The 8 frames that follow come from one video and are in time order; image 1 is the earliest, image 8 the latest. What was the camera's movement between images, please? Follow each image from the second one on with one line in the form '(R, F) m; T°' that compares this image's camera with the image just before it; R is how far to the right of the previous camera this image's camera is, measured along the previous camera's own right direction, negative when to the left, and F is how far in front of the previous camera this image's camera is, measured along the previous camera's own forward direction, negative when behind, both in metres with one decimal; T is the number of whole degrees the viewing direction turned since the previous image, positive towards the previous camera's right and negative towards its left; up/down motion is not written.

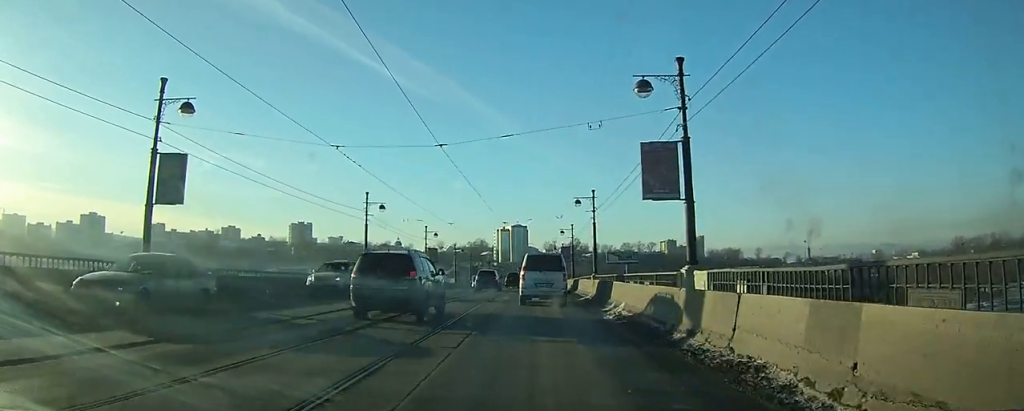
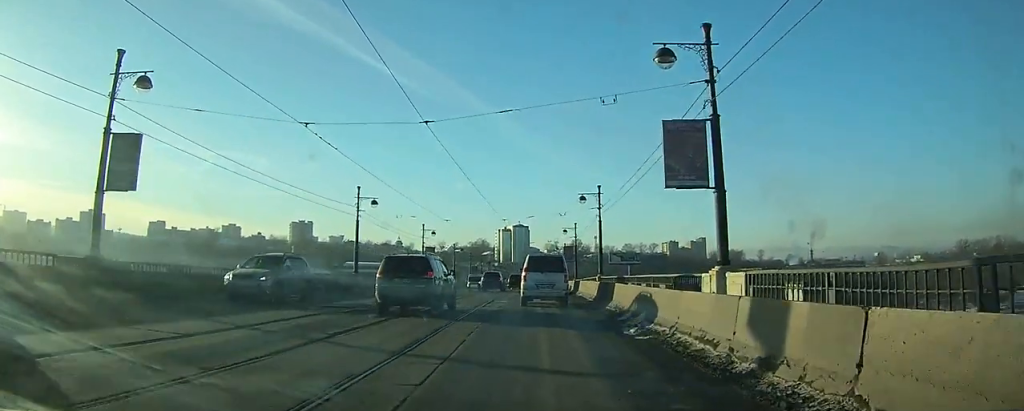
(0.0, +3.2) m; 0°
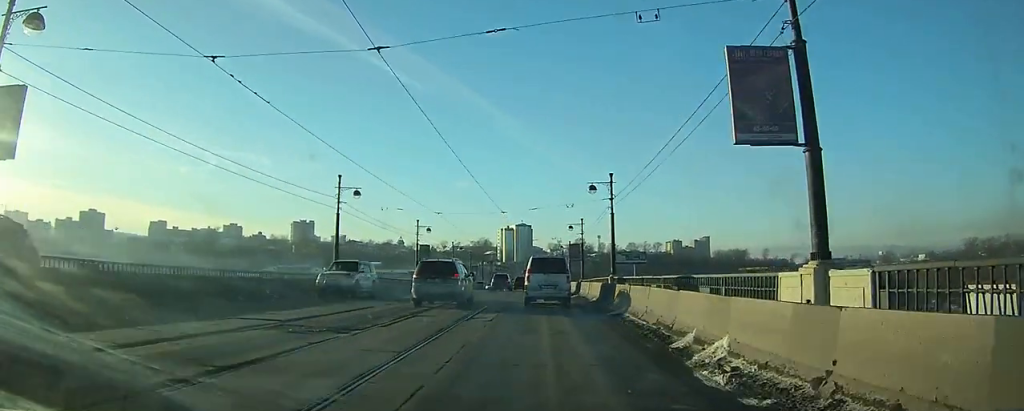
(0.0, +6.0) m; 0°
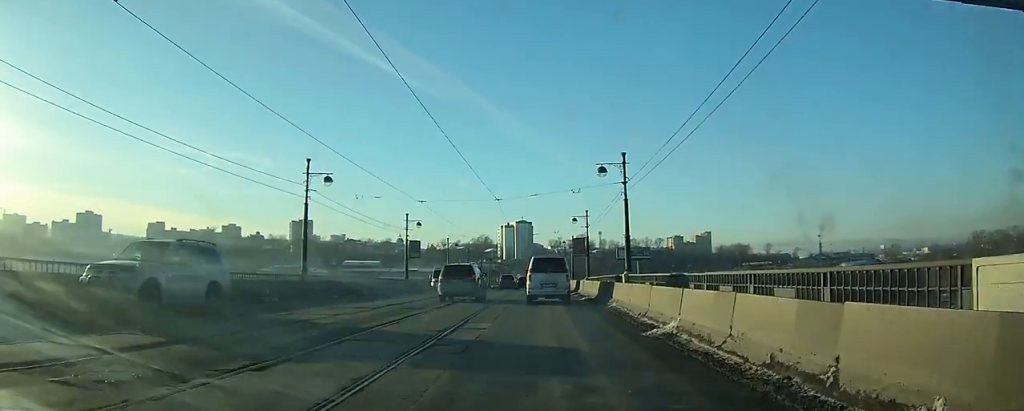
(0.0, +6.4) m; 0°
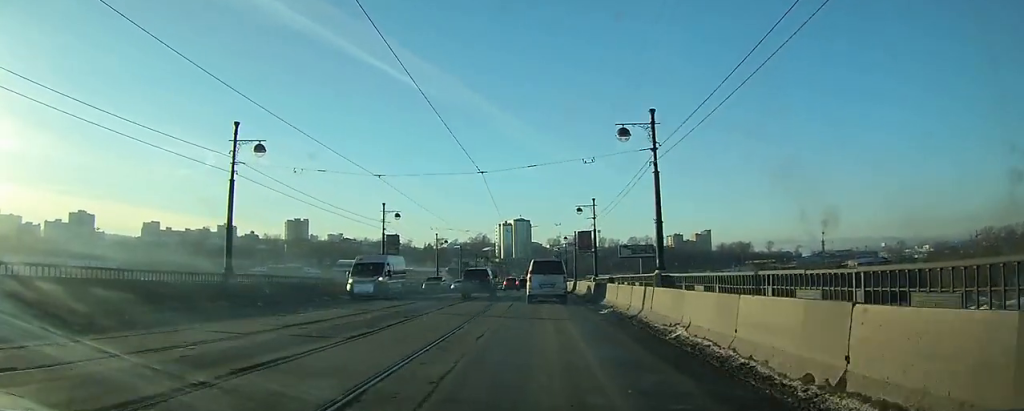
(0.0, +9.3) m; 0°
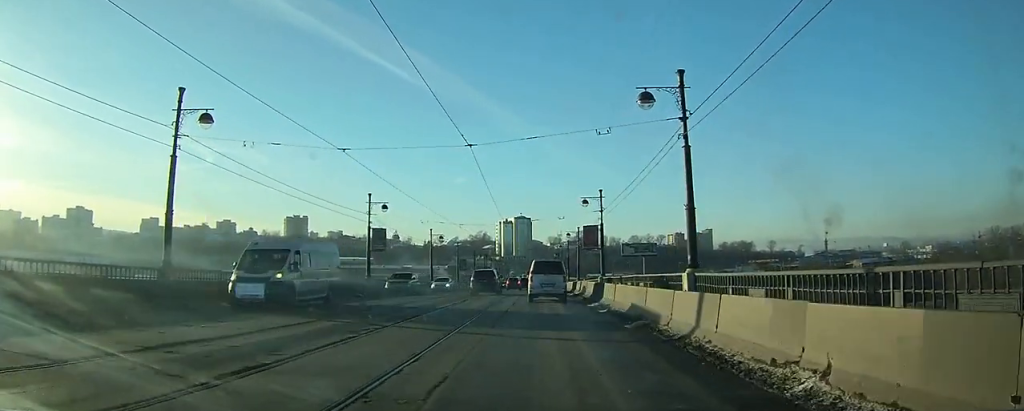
(-0.1, +4.9) m; +1°
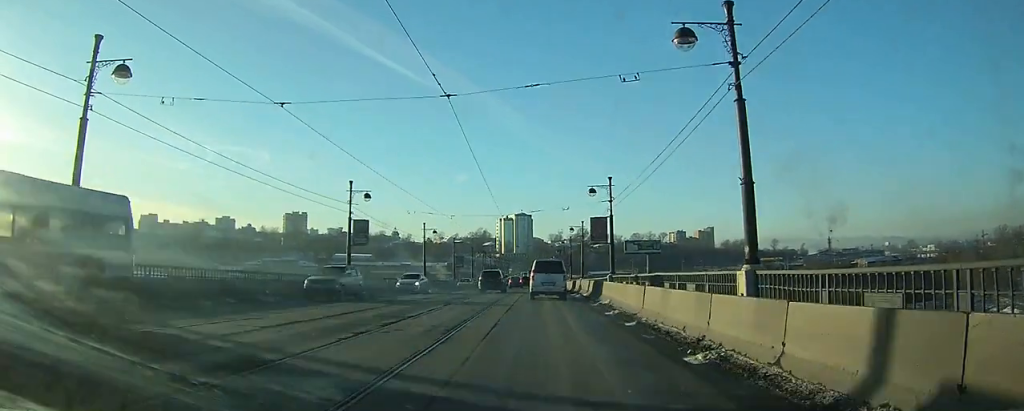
(+0.1, +5.3) m; +1°
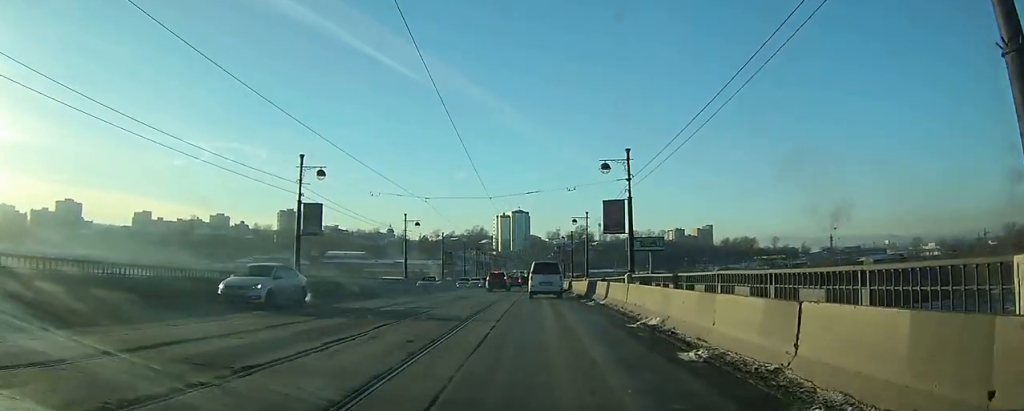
(+0.1, +9.0) m; +1°
